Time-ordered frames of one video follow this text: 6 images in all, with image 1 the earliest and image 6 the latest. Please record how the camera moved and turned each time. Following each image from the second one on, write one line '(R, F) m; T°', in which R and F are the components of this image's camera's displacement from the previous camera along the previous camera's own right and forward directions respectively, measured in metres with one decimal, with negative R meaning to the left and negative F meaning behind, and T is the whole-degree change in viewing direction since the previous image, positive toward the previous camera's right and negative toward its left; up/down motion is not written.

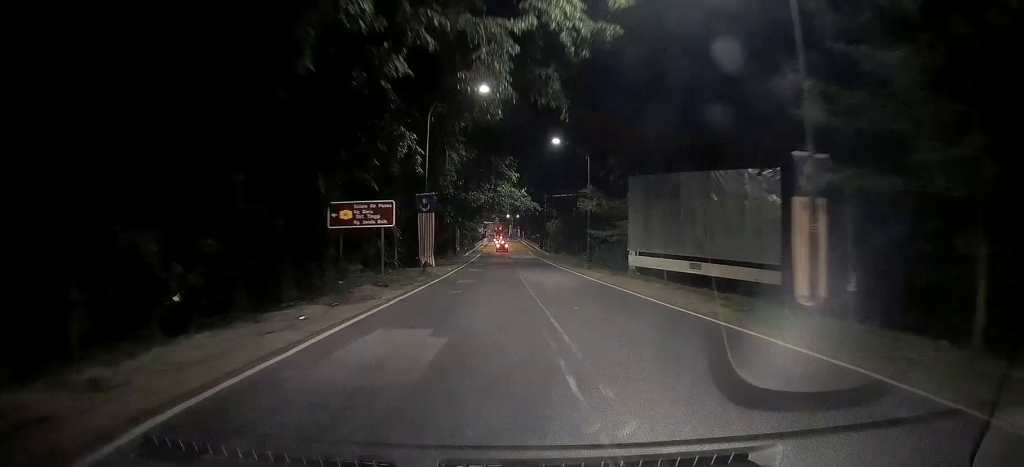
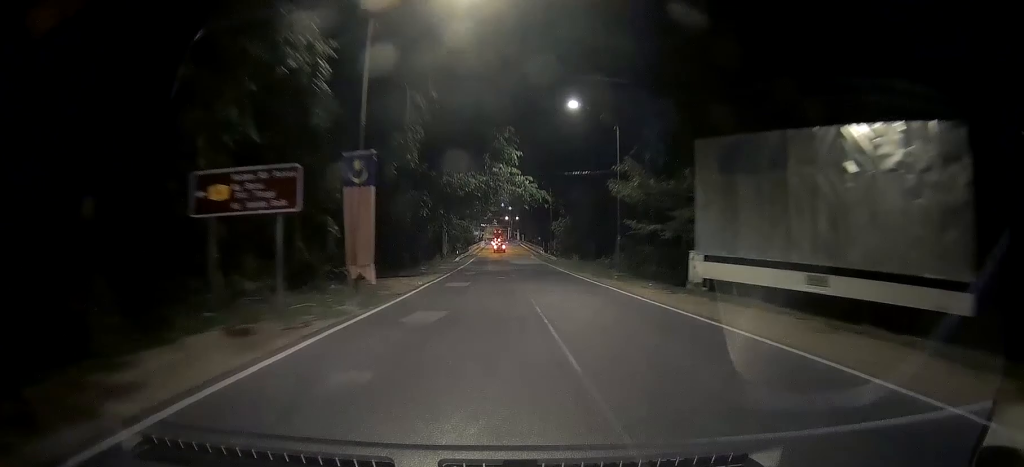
(+0.8, +13.4) m; 0°
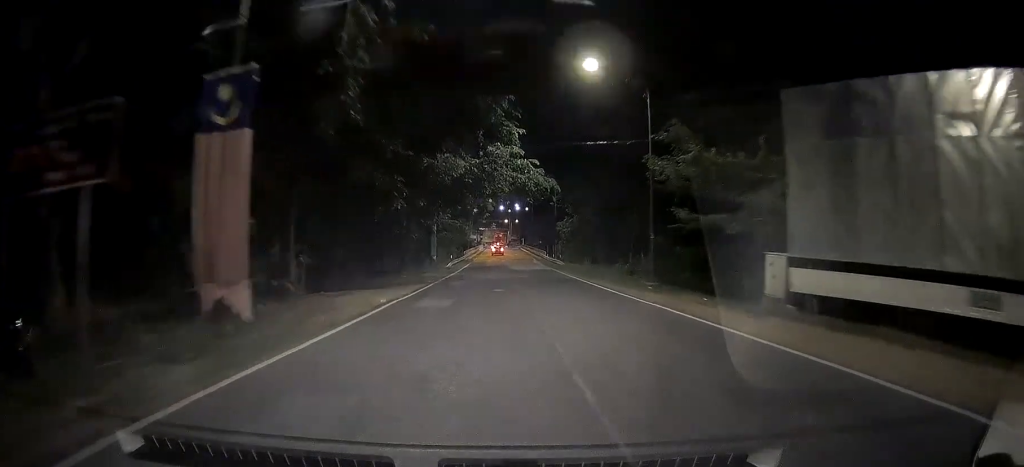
(-0.2, +8.2) m; 0°
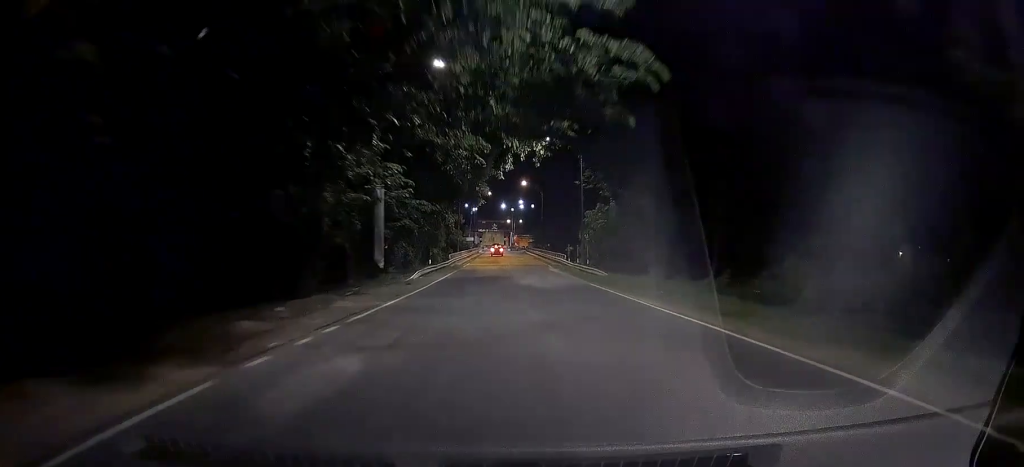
(+0.1, +22.0) m; 0°
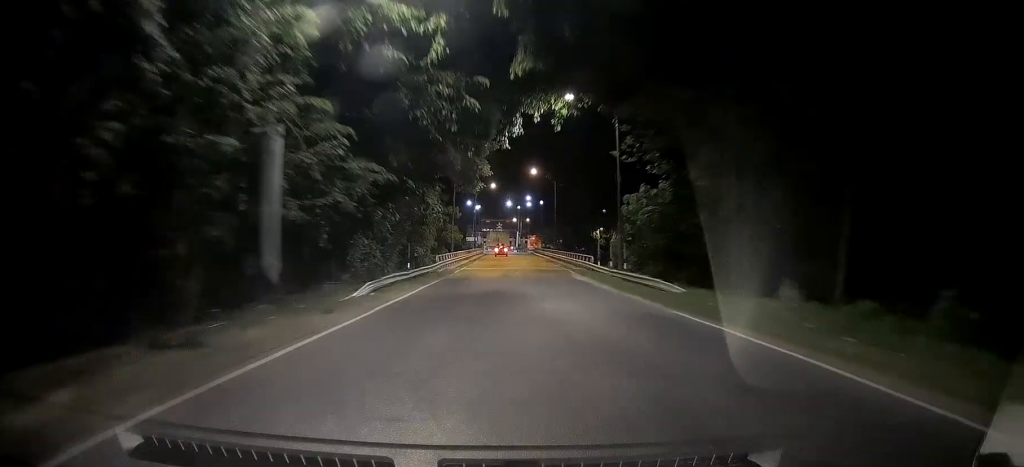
(-0.2, +13.4) m; -3°
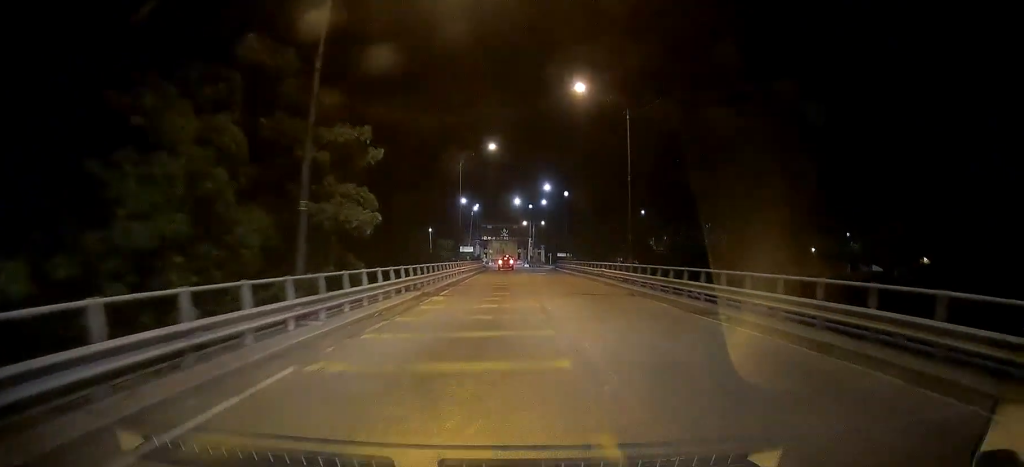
(-2.1, +40.7) m; -2°
